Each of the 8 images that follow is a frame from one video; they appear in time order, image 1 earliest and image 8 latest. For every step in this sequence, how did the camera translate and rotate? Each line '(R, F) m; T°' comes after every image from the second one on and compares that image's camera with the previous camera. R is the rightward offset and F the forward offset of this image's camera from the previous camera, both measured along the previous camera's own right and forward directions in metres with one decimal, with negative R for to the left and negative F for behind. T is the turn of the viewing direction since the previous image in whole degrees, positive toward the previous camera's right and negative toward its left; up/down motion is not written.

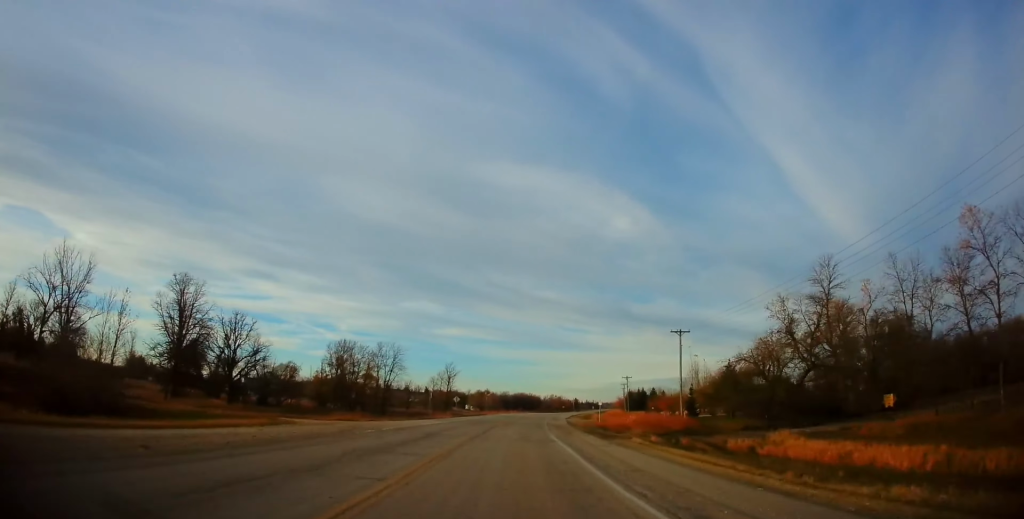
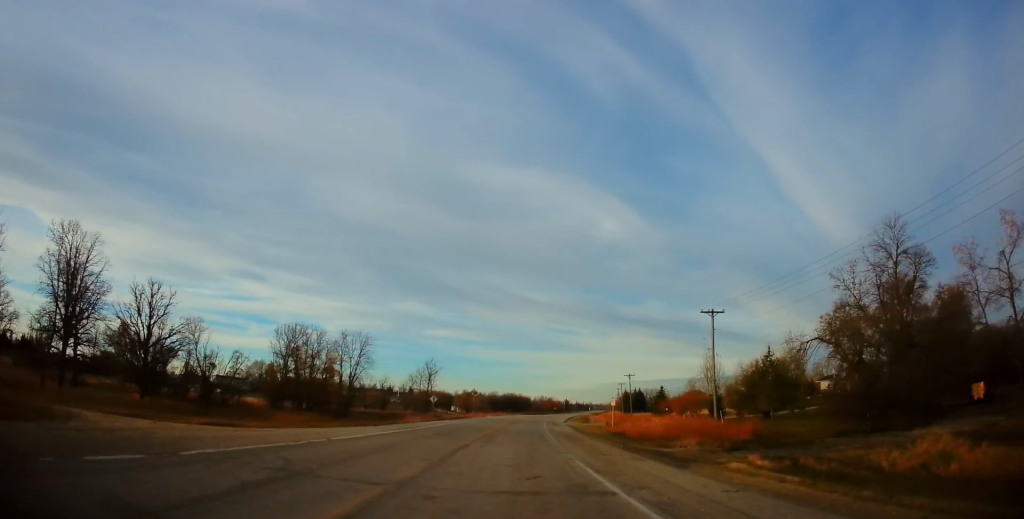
(-0.2, +17.3) m; 0°
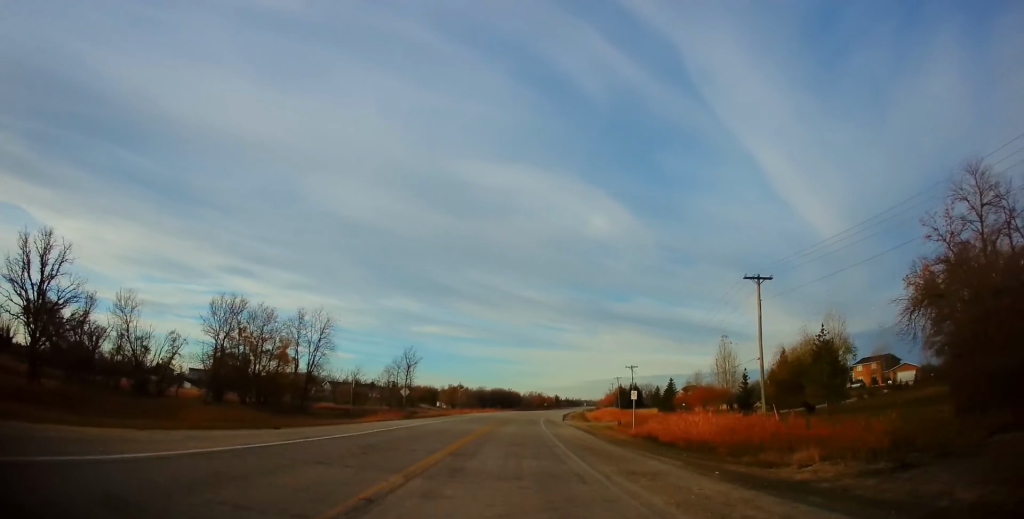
(+0.1, +14.7) m; +1°
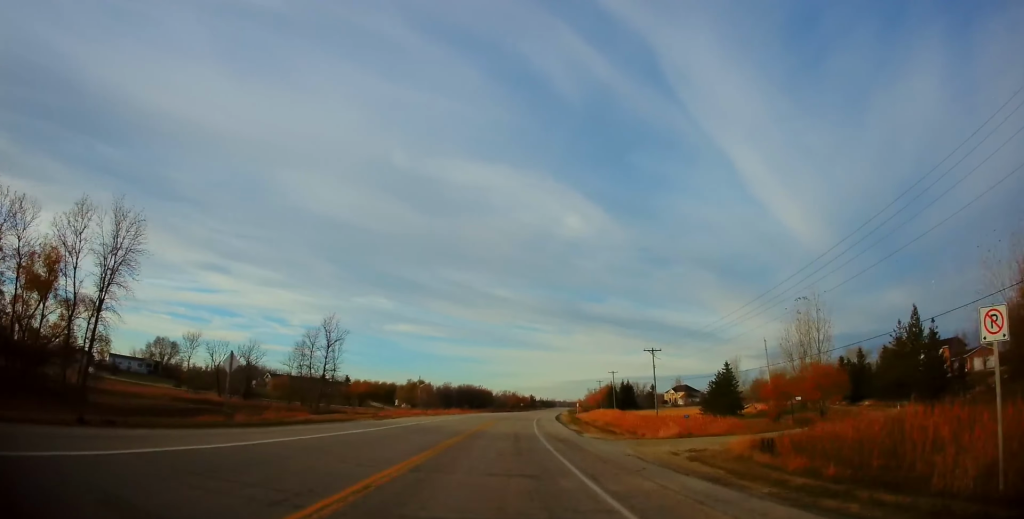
(+1.1, +36.2) m; +2°
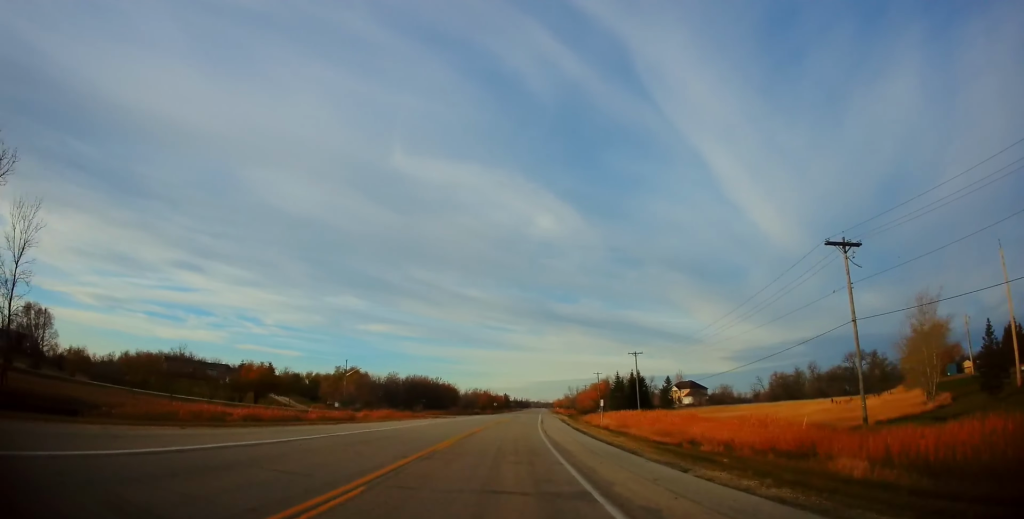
(+1.1, +52.8) m; +4°
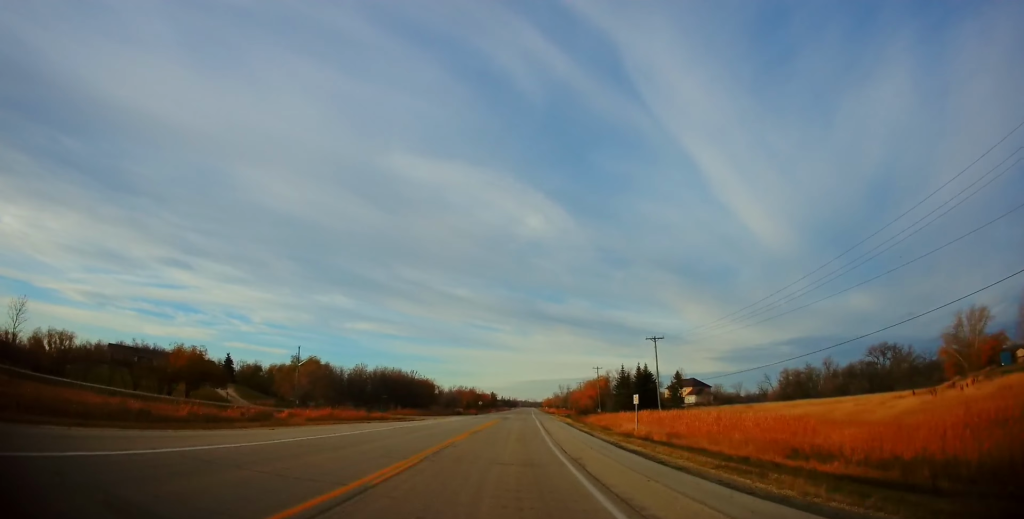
(+0.5, +20.0) m; +1°
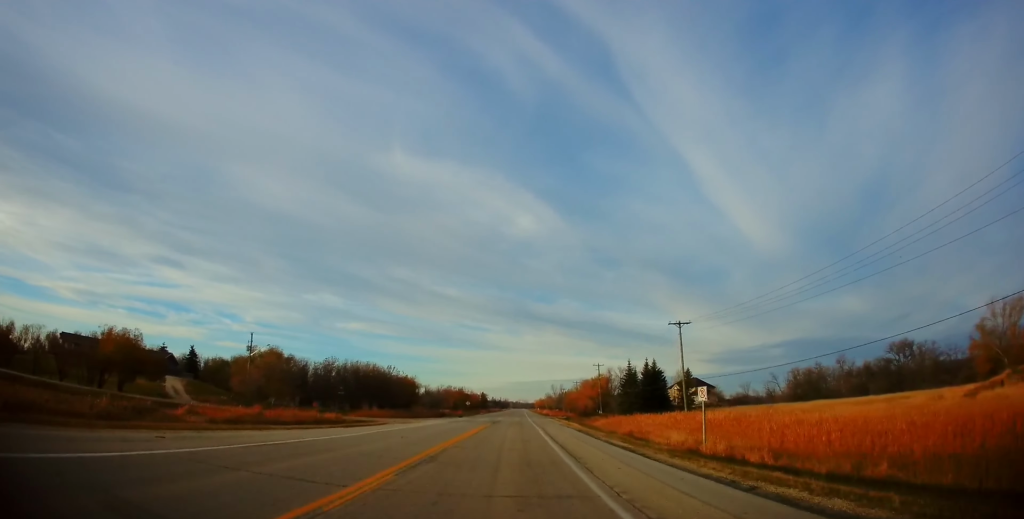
(+0.1, +14.7) m; 0°
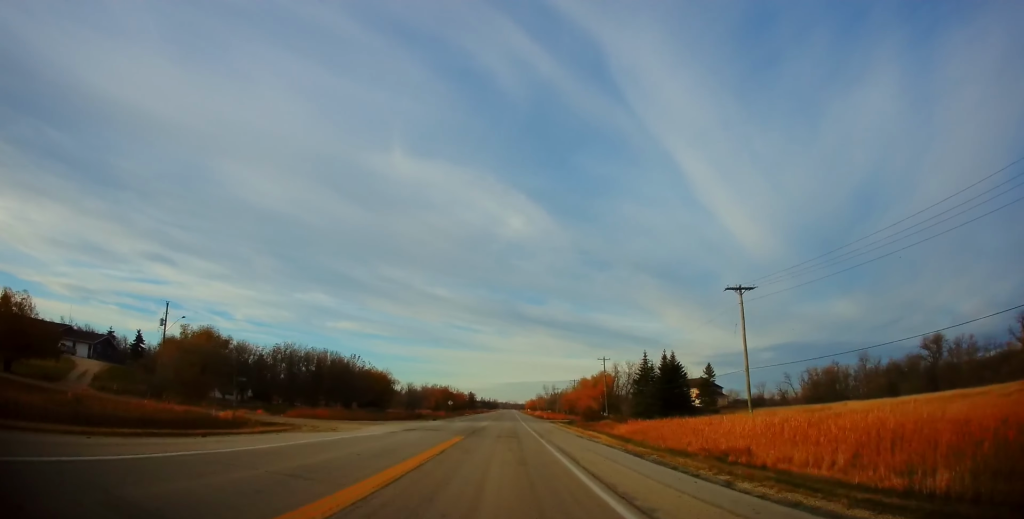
(+0.1, +19.1) m; 0°
